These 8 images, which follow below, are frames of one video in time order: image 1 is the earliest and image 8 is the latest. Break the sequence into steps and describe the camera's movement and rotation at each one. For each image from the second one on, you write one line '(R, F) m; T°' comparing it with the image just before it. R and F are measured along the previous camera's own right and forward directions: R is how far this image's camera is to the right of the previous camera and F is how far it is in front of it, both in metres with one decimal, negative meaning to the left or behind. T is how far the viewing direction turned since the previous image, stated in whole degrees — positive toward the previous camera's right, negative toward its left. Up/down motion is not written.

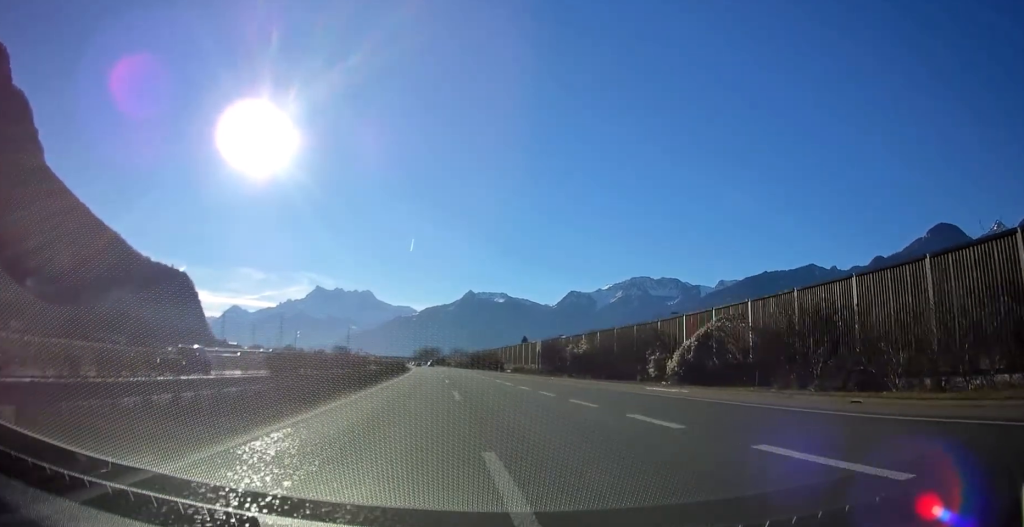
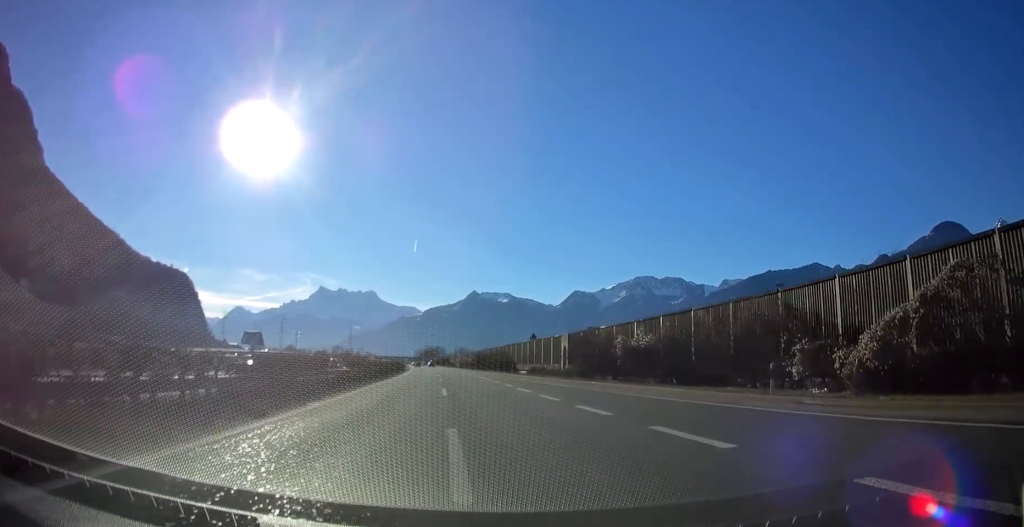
(-0.1, +14.7) m; 0°
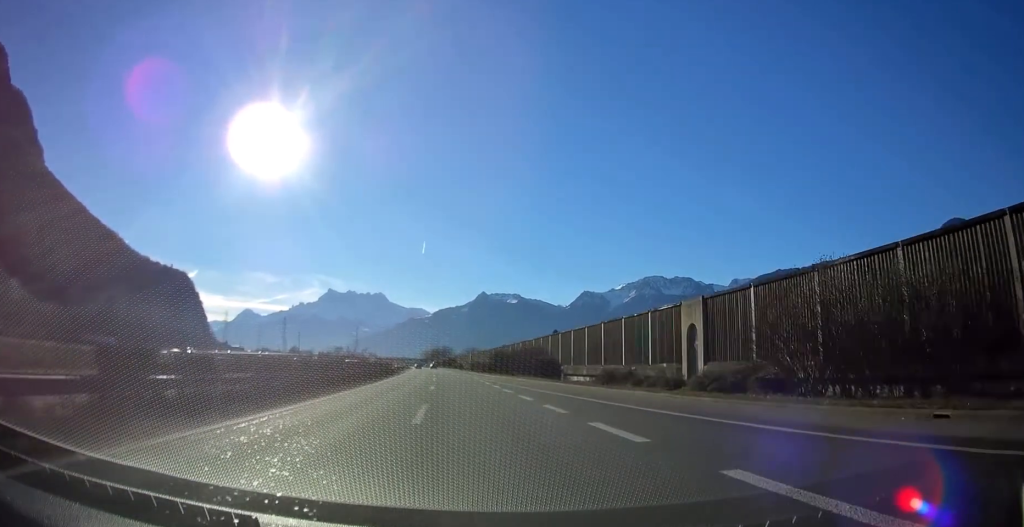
(-0.1, +29.3) m; -1°
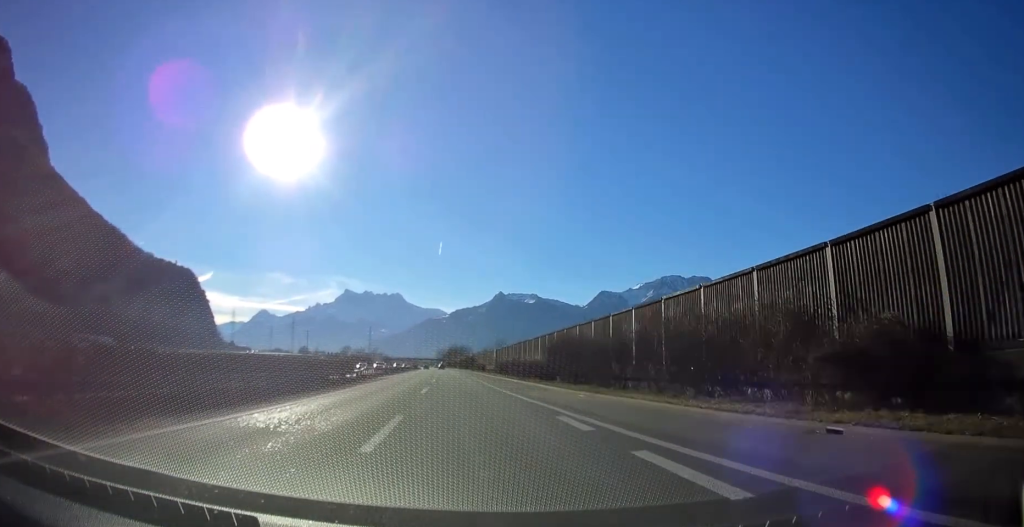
(-0.5, +40.5) m; -1°
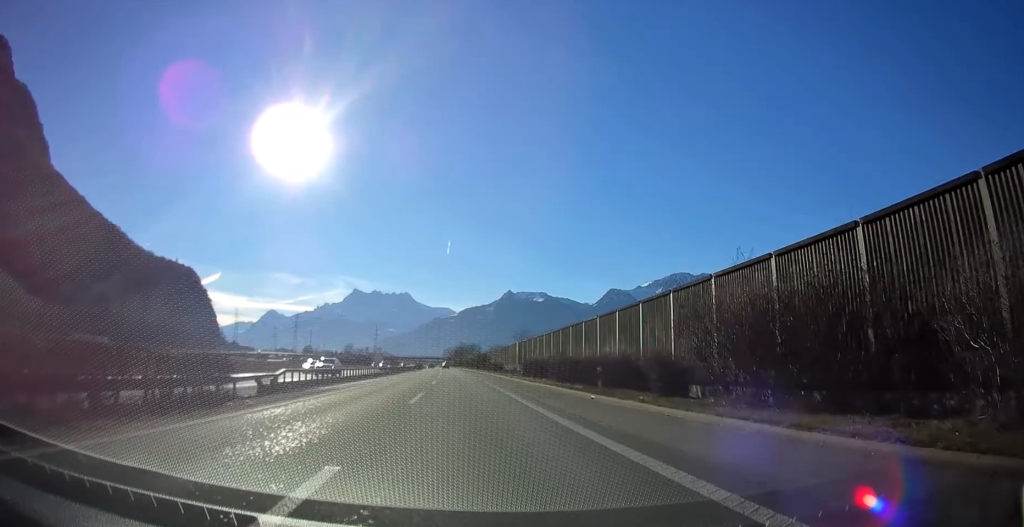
(-0.2, +24.8) m; -1°
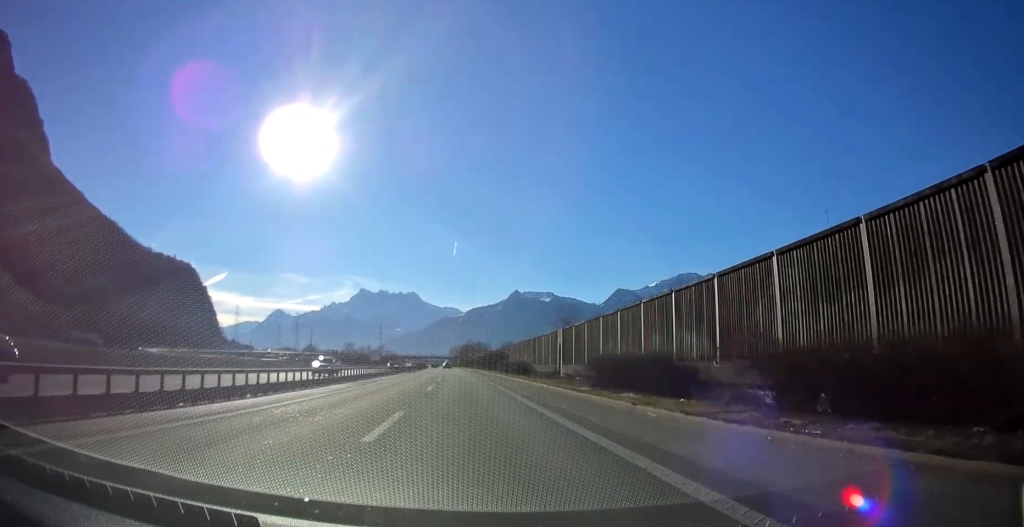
(-0.2, +28.1) m; -1°
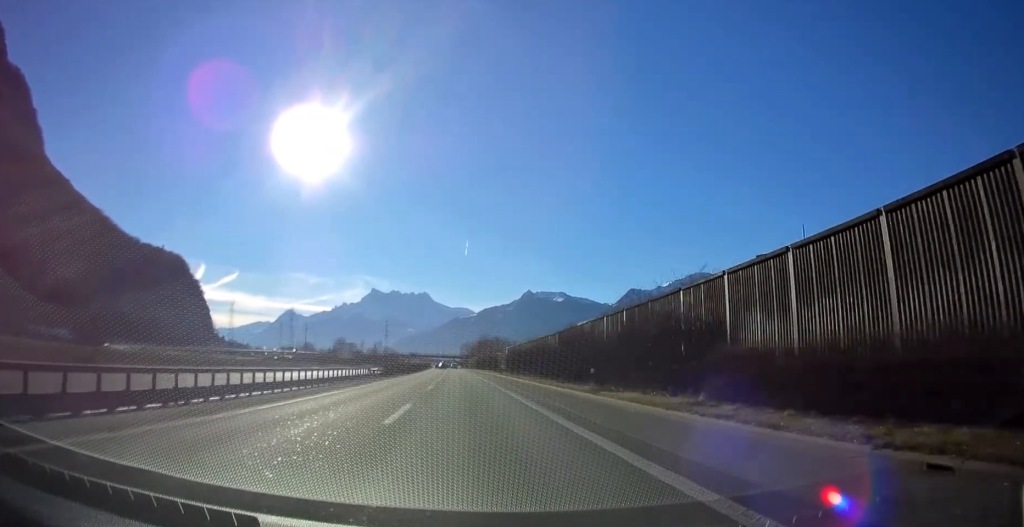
(-1.0, +69.9) m; -1°
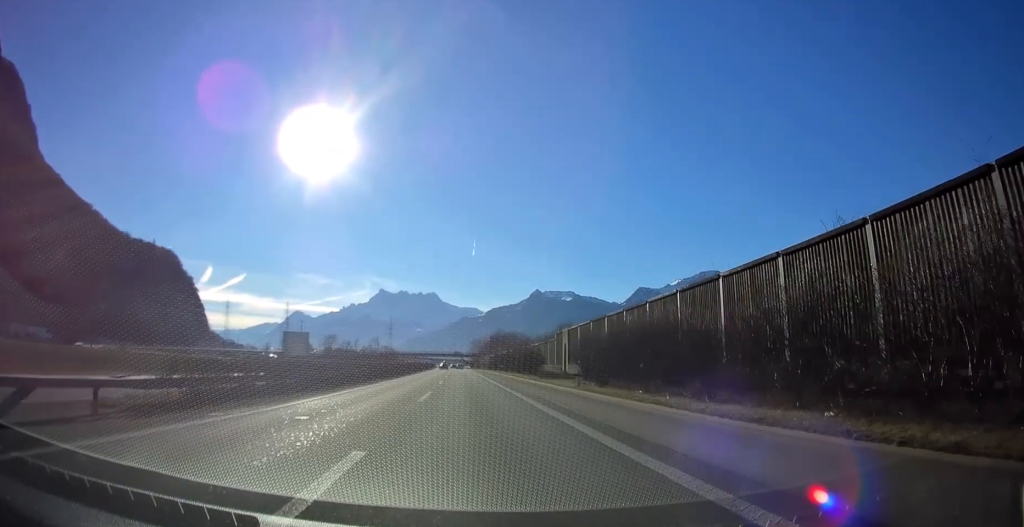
(-0.2, +46.2) m; -1°
